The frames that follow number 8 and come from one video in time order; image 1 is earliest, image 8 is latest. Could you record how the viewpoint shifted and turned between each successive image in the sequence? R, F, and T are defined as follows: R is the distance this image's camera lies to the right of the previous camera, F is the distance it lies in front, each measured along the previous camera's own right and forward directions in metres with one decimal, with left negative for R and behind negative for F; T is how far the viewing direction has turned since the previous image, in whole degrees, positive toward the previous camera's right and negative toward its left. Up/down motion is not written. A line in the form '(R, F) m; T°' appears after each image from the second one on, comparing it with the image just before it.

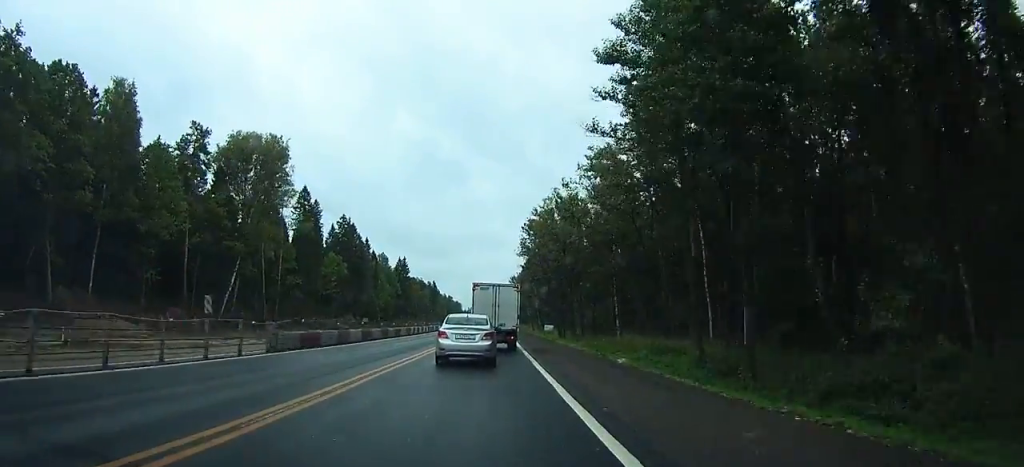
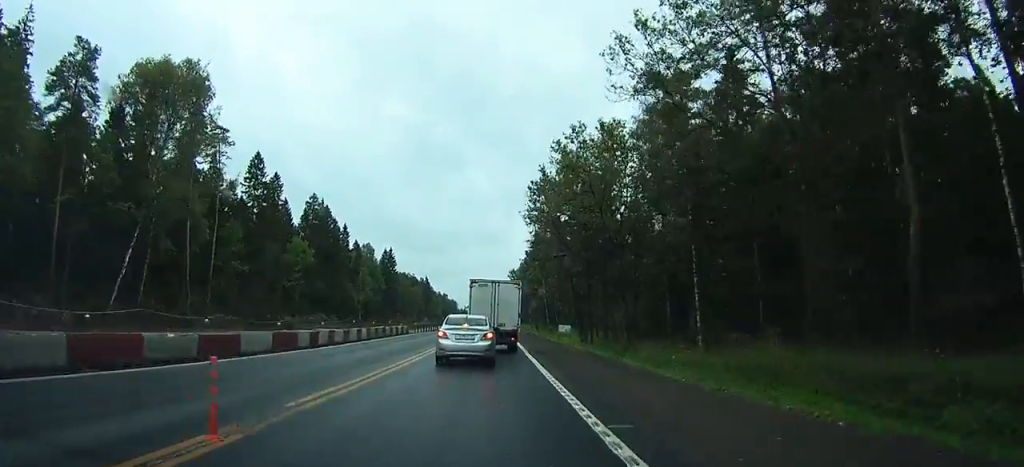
(0.0, +23.2) m; 0°
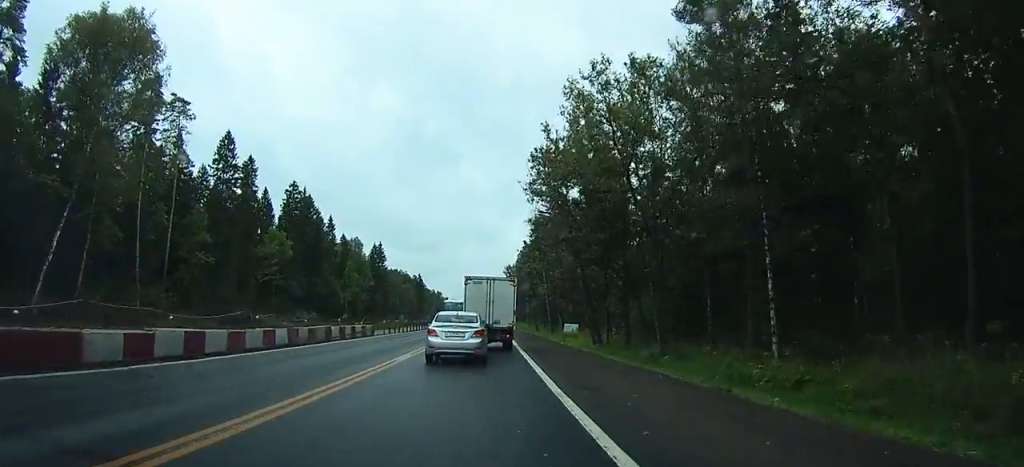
(+0.1, +10.8) m; 0°
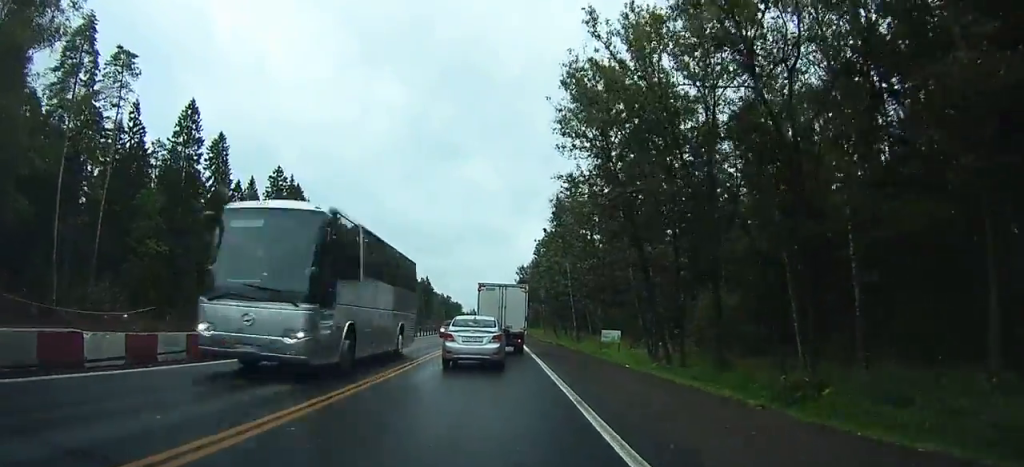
(0.0, +17.2) m; 0°
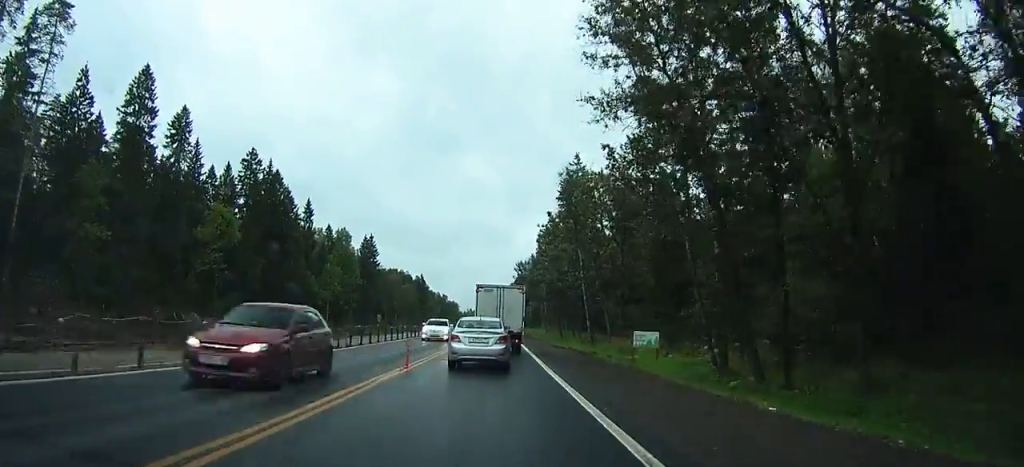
(0.0, +11.9) m; -1°
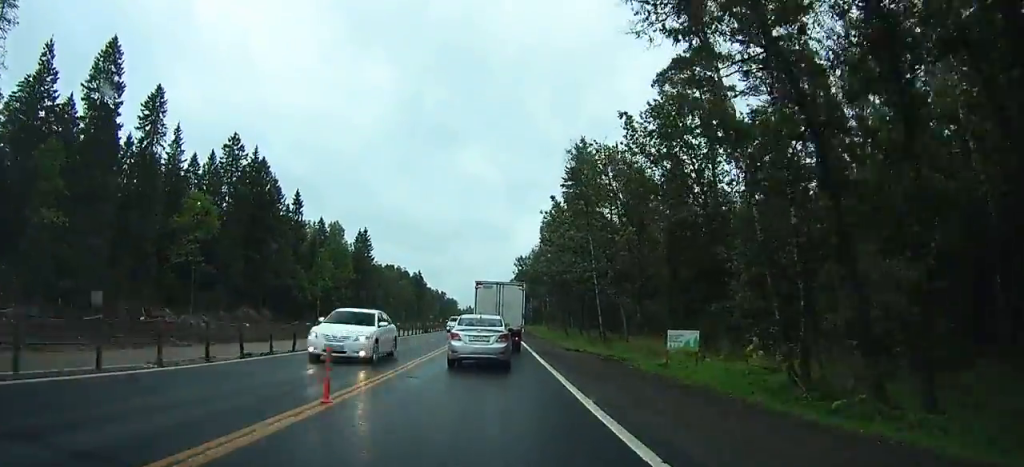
(-0.1, +7.0) m; -3°
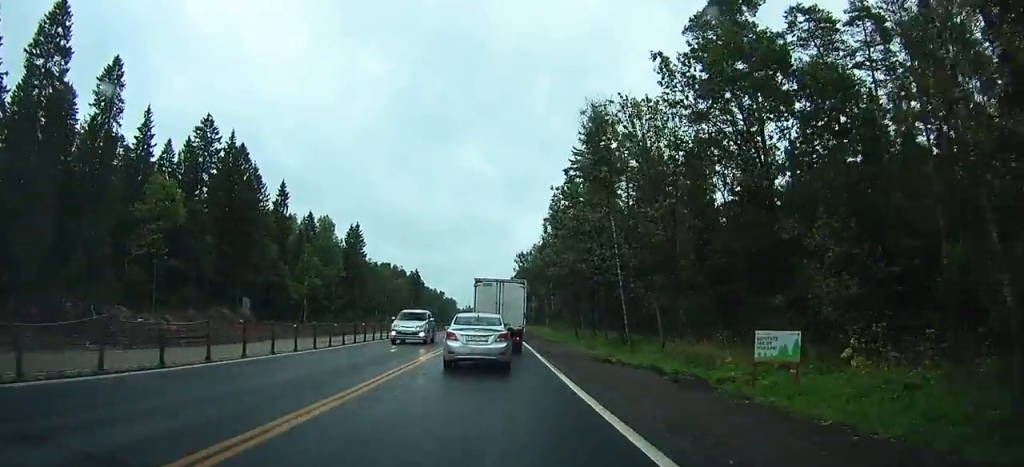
(+0.1, +9.5) m; -4°
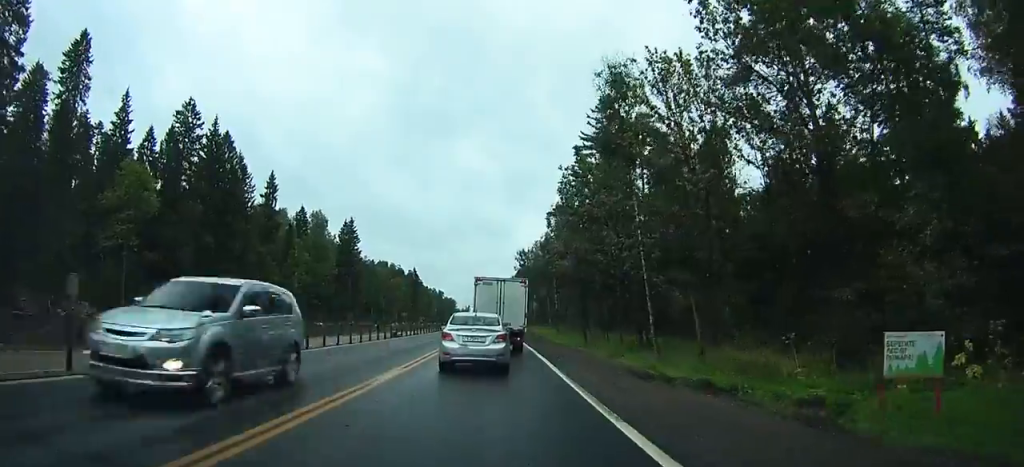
(-0.6, +6.7) m; +2°
